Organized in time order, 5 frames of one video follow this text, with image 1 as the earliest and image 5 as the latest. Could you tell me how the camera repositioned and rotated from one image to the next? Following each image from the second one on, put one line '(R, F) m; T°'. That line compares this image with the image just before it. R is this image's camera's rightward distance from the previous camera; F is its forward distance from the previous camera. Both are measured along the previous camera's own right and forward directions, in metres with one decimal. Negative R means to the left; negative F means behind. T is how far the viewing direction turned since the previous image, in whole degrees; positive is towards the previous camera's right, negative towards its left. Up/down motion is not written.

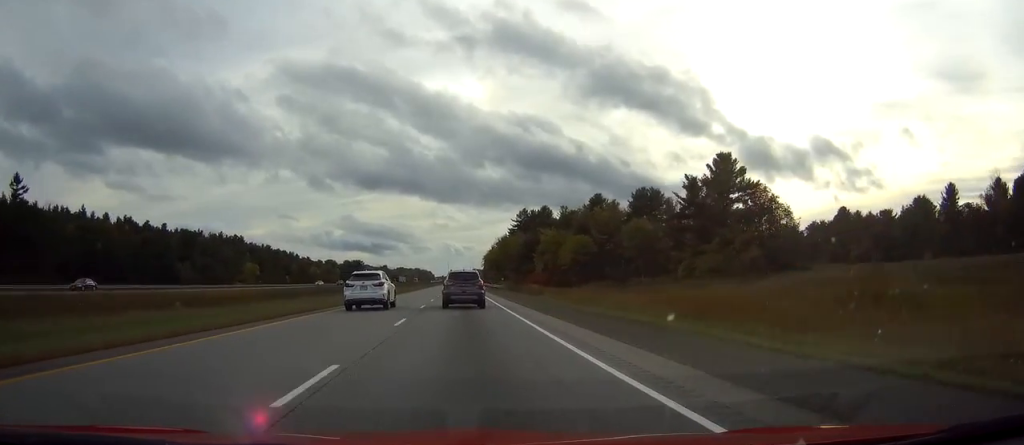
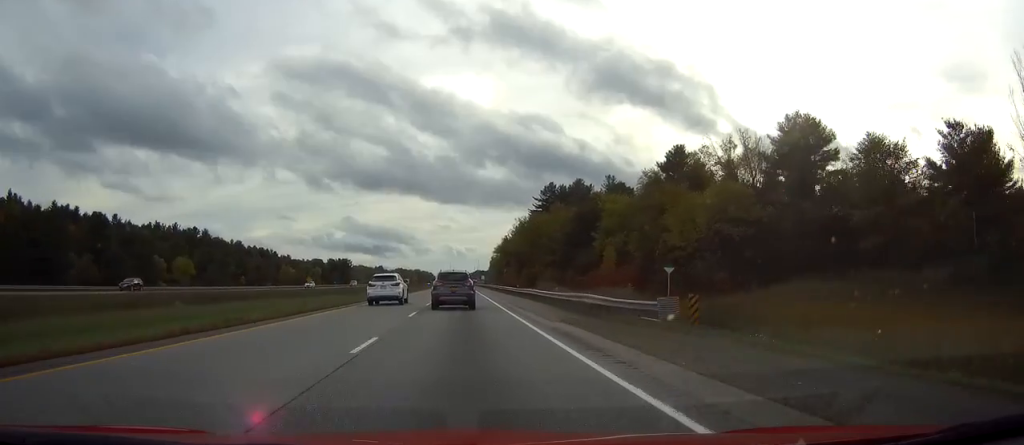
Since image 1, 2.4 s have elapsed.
(+0.1, +77.7) m; 0°
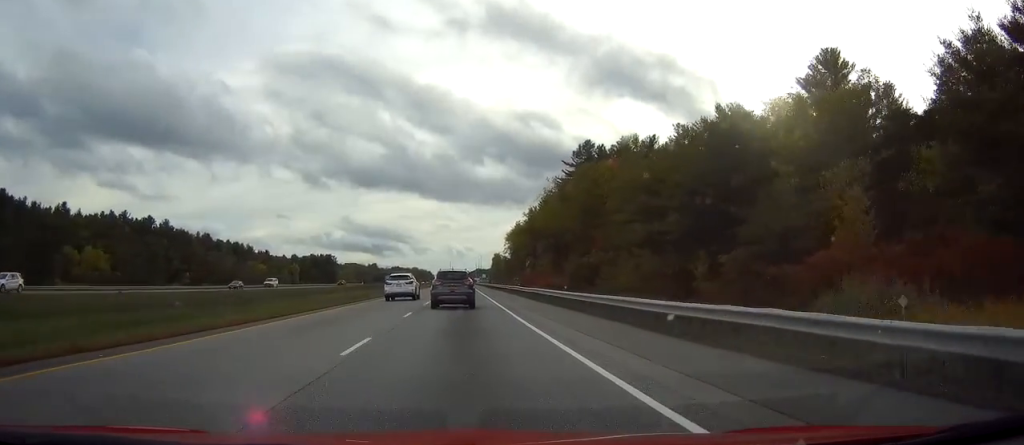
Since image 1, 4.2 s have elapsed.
(0.0, +59.6) m; 0°
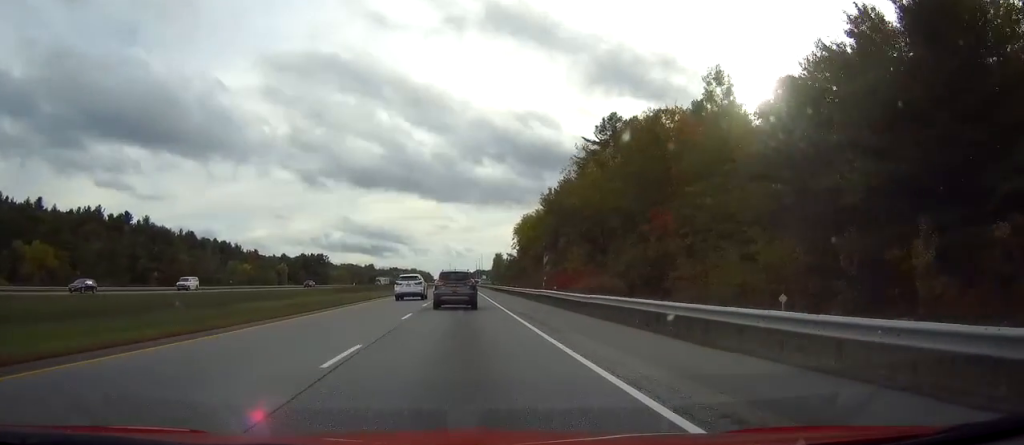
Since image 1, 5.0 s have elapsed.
(0.0, +24.8) m; 0°
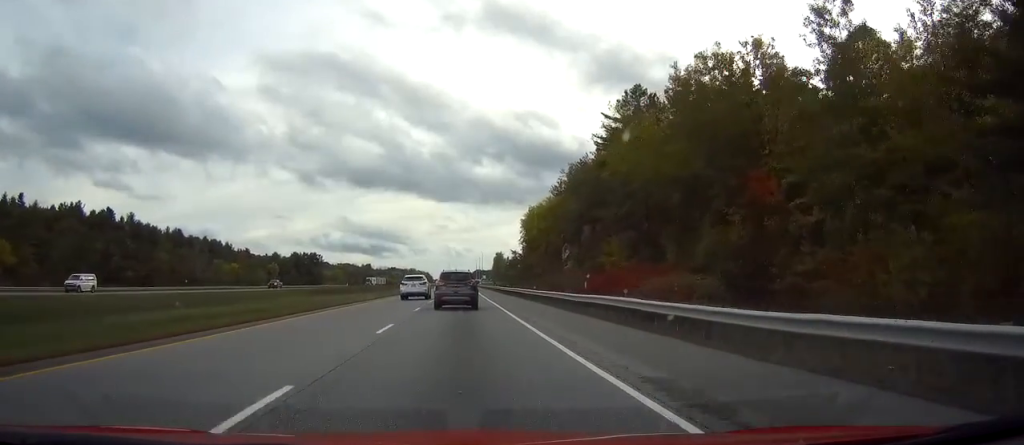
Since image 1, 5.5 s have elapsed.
(0.0, +17.2) m; 0°
